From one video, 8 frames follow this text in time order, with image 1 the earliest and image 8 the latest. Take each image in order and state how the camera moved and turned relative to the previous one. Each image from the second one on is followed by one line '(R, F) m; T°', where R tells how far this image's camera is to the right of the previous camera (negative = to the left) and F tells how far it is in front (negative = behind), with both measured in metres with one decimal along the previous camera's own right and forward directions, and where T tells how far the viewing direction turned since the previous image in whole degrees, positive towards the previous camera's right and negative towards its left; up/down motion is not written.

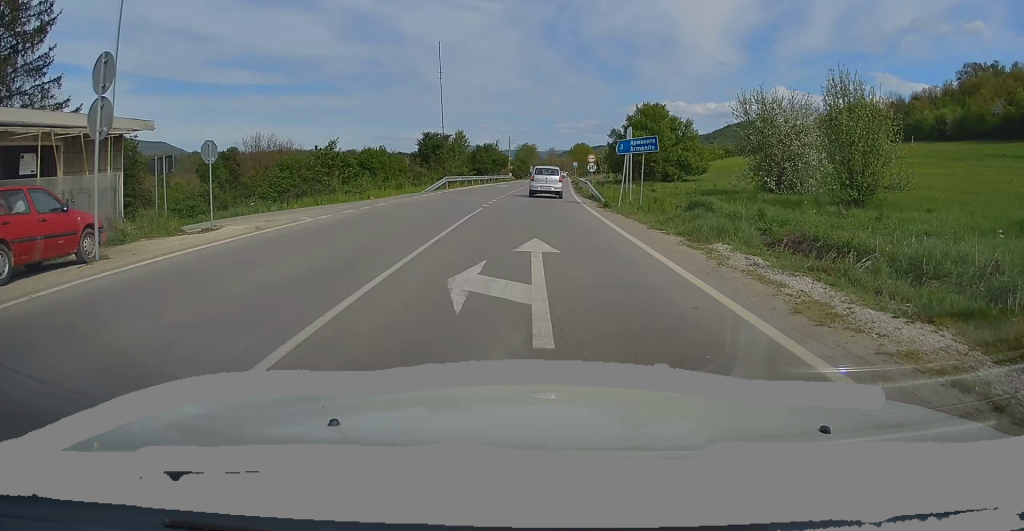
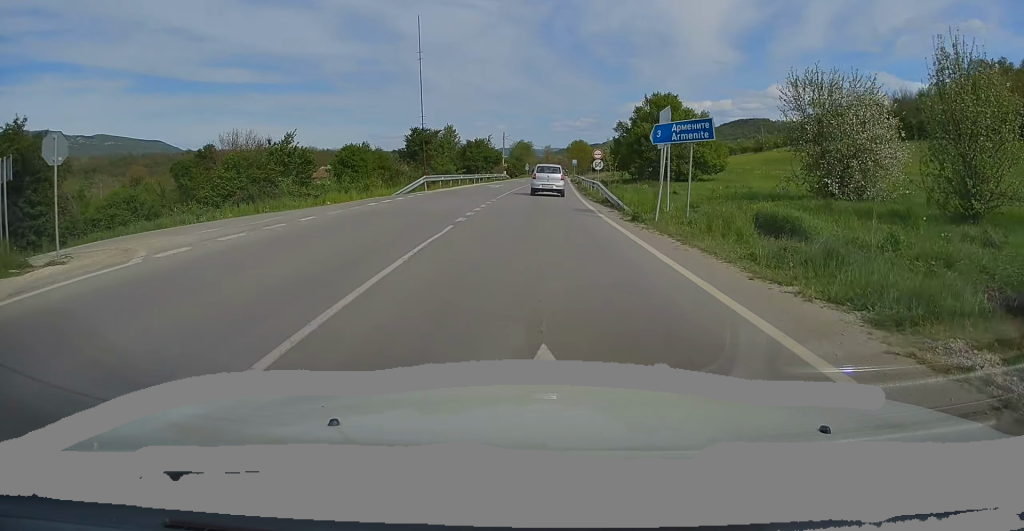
(-0.1, +7.4) m; +1°
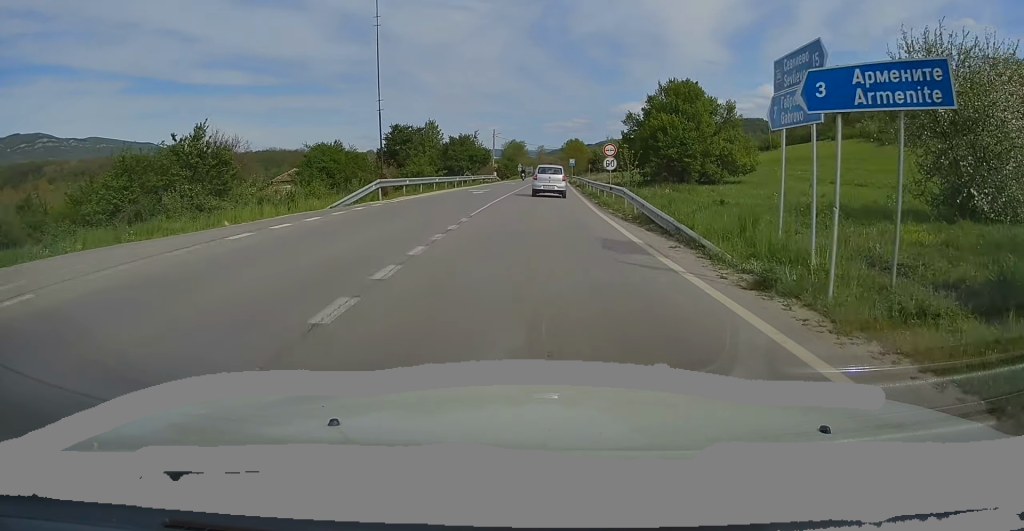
(+0.1, +9.8) m; 0°
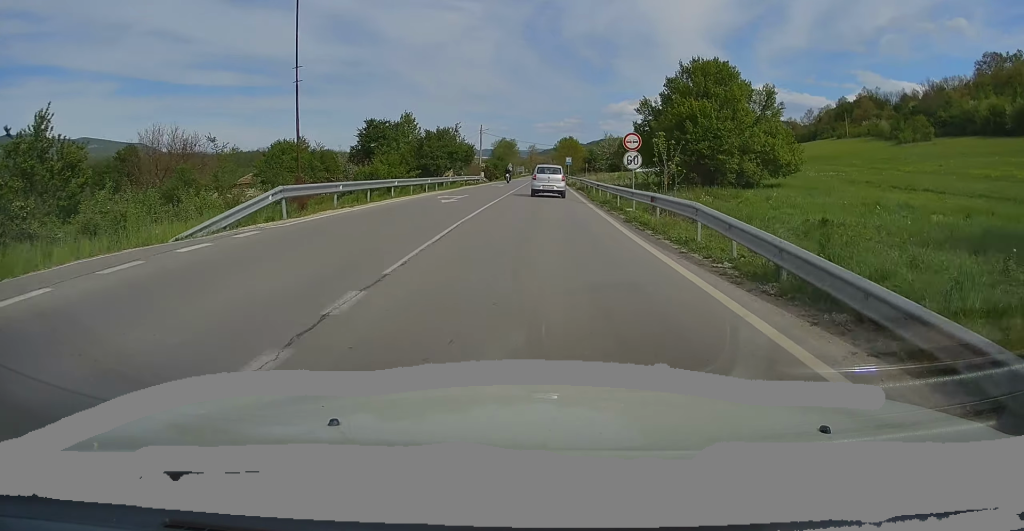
(+0.2, +9.9) m; 0°
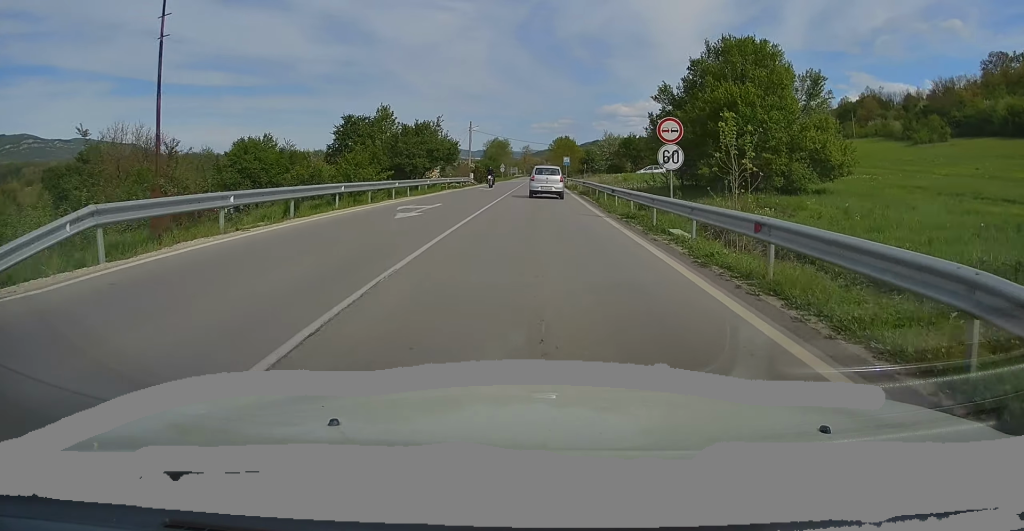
(-0.1, +7.6) m; 0°
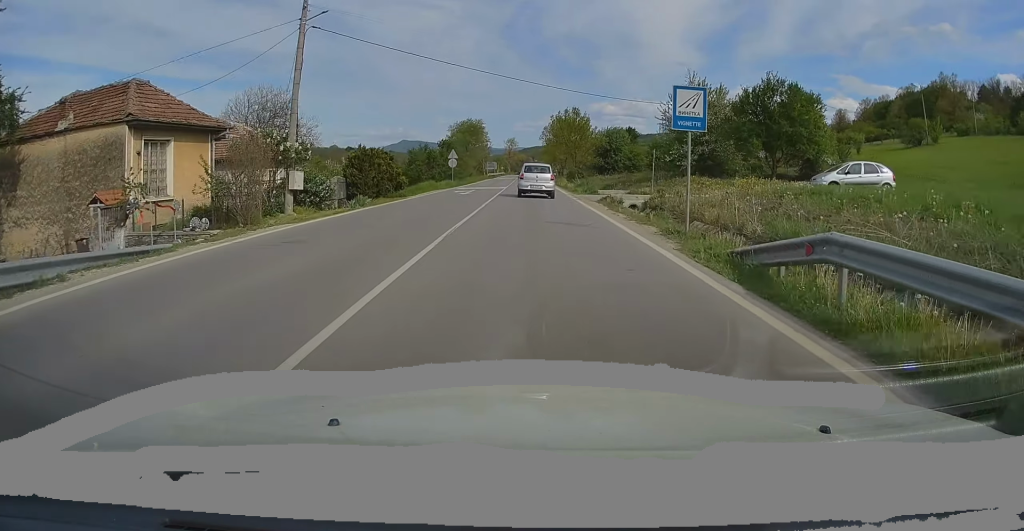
(+1.1, +58.0) m; +1°
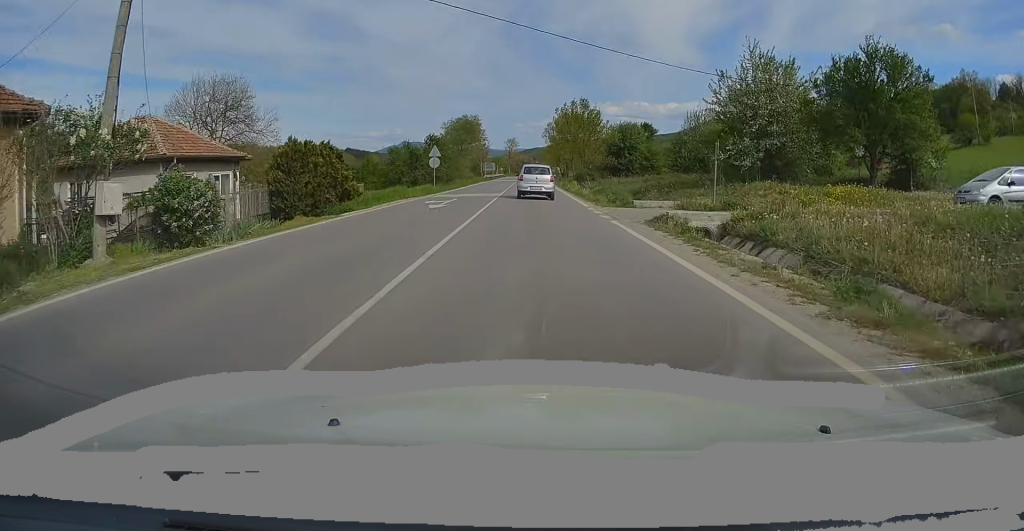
(0.0, +11.3) m; 0°
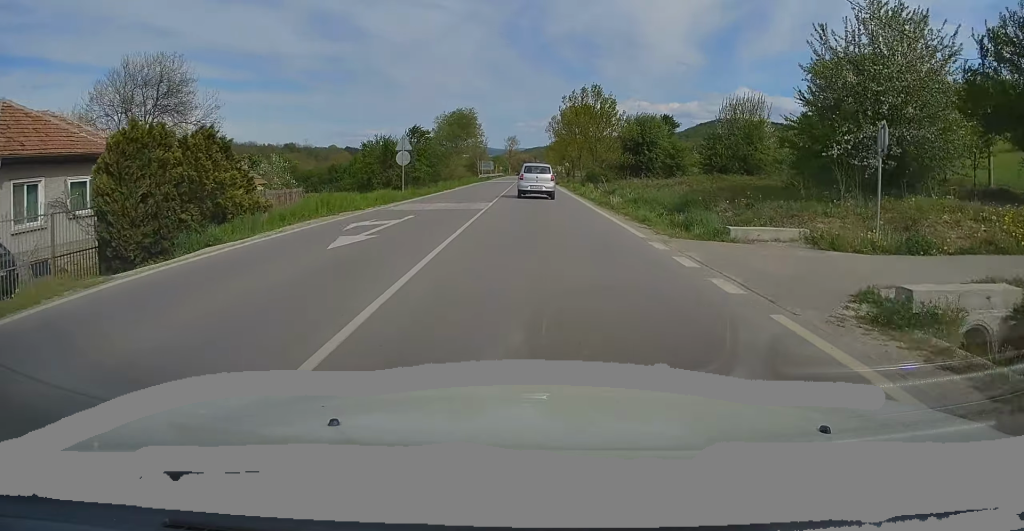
(0.0, +11.3) m; 0°
